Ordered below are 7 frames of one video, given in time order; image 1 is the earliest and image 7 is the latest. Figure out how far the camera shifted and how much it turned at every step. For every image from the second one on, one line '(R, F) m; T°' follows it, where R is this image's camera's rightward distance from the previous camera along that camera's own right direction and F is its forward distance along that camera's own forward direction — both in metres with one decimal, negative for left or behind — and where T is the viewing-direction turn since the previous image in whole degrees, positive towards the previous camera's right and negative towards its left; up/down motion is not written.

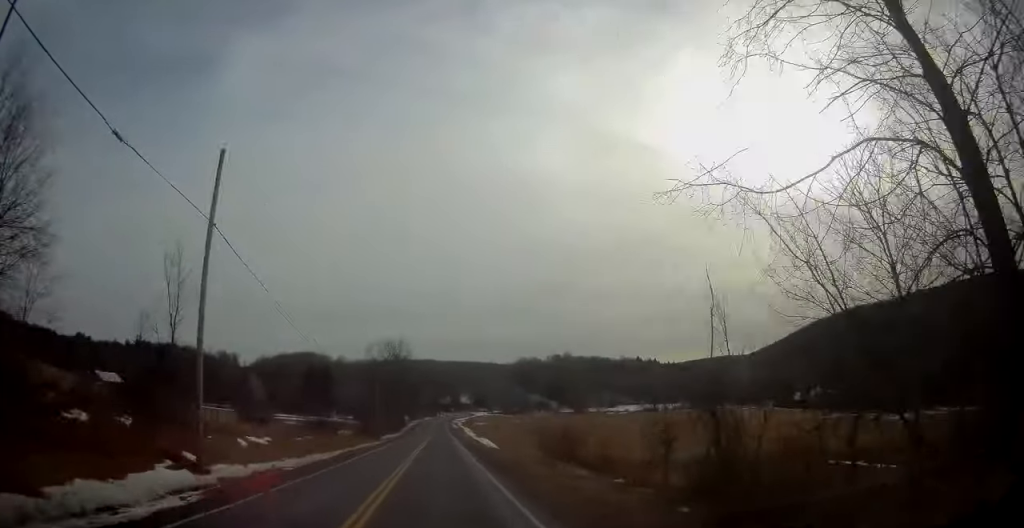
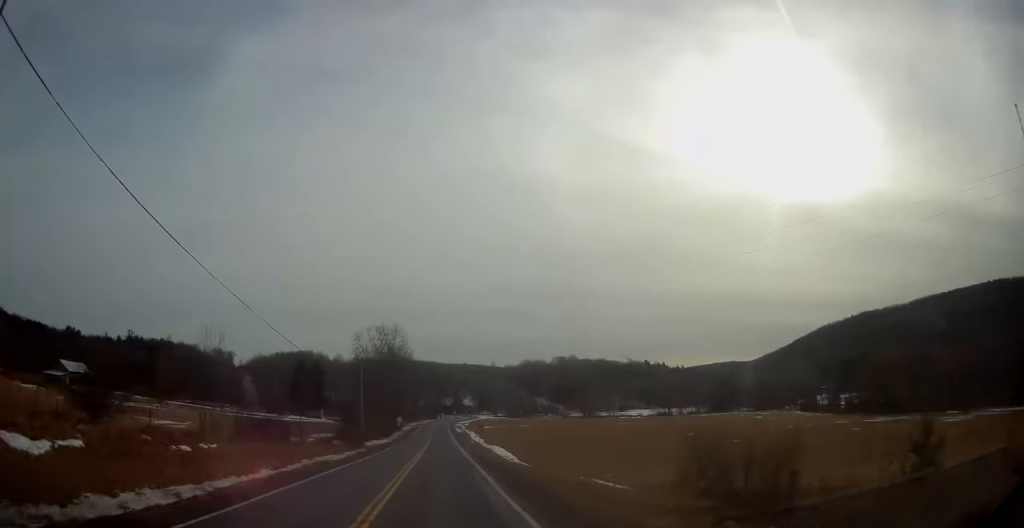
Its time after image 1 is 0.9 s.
(+0.3, +20.5) m; 0°
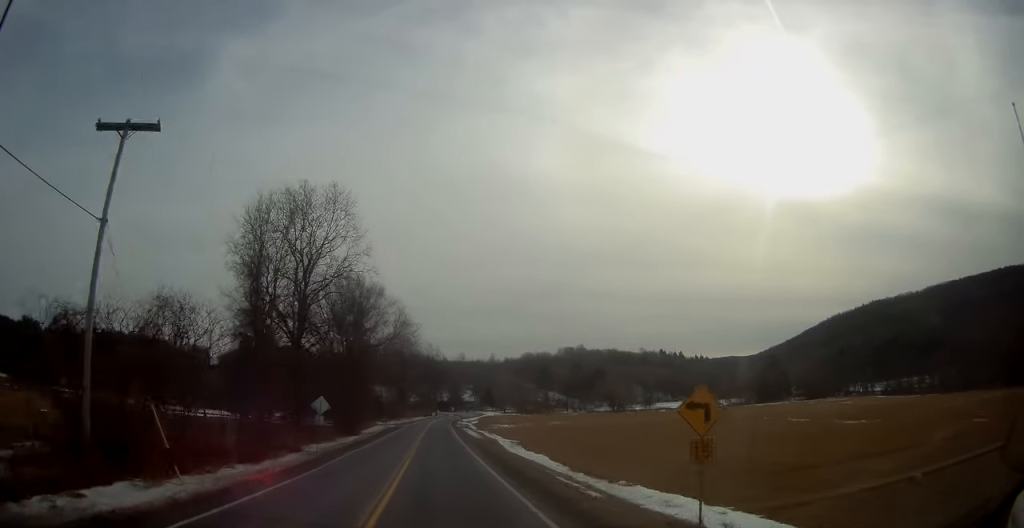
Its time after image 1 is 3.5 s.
(+0.1, +58.6) m; 0°
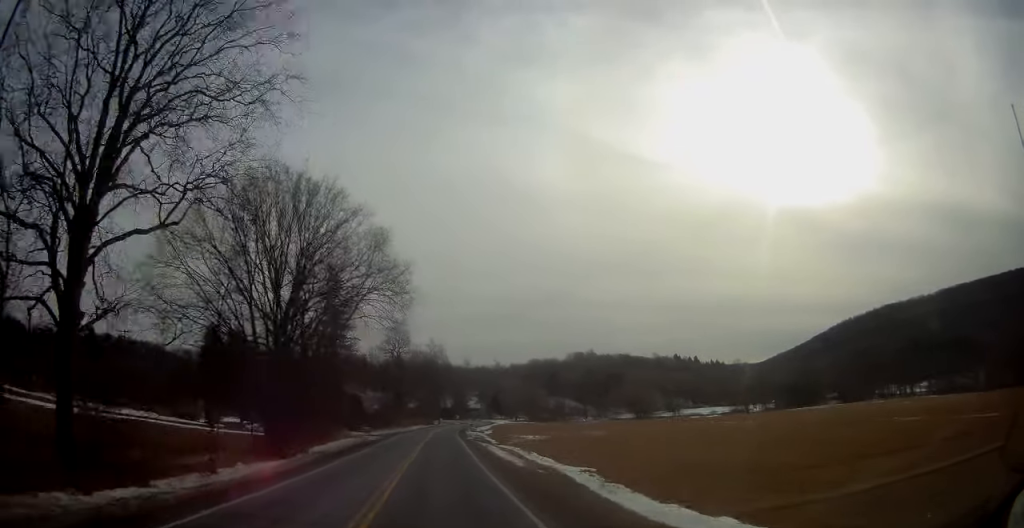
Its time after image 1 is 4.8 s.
(-0.1, +27.7) m; 0°
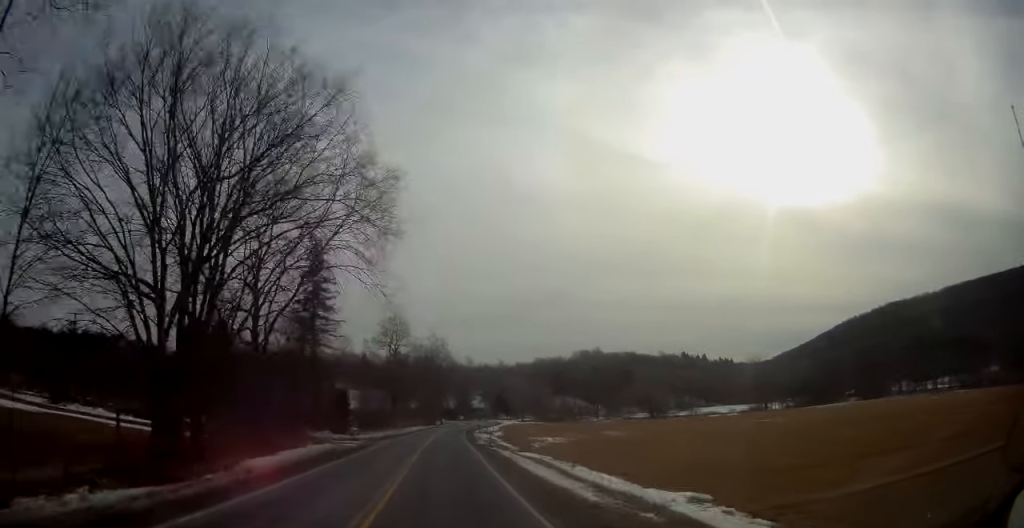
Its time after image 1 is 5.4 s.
(+0.1, +13.0) m; 0°
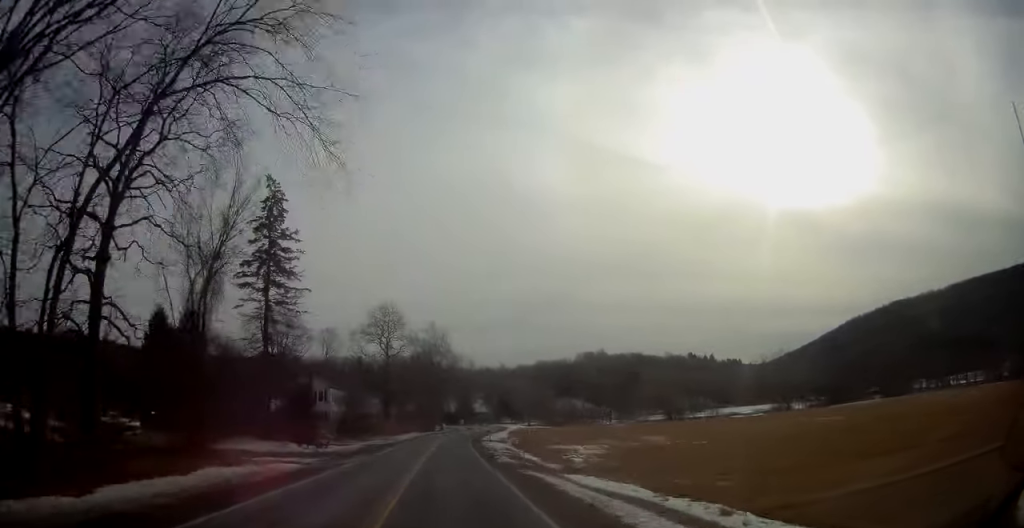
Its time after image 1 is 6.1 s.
(-0.3, +16.5) m; 0°
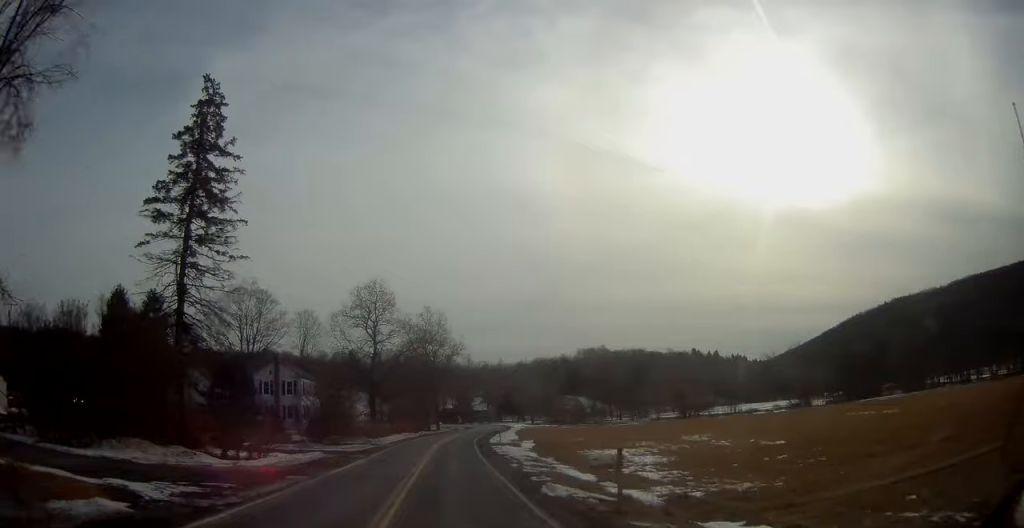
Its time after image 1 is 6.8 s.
(+0.2, +14.8) m; +1°
